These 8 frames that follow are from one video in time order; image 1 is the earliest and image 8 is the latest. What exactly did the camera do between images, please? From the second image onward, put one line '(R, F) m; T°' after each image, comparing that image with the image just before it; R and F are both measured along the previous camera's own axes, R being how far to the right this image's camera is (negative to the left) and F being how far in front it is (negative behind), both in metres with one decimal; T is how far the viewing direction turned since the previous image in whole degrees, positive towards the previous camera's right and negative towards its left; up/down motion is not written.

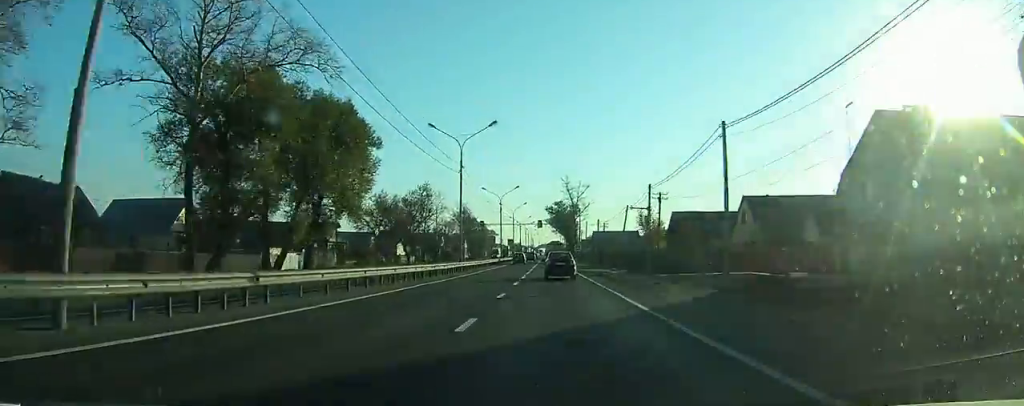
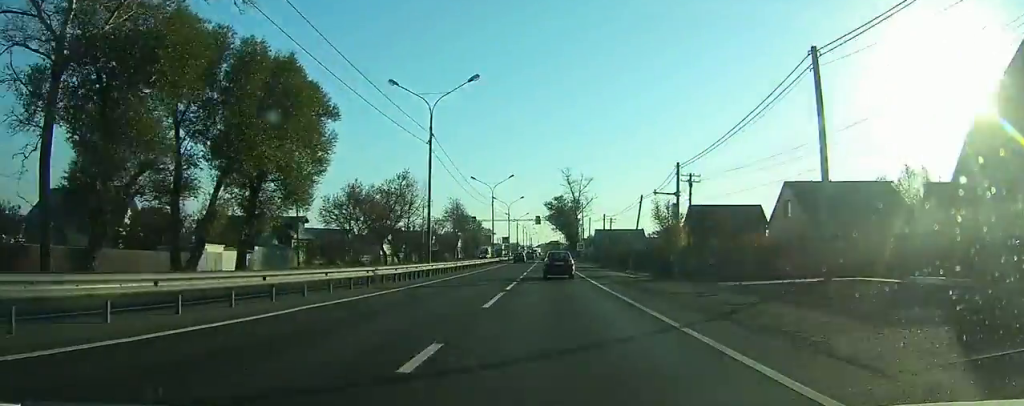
(0.0, +12.4) m; 0°
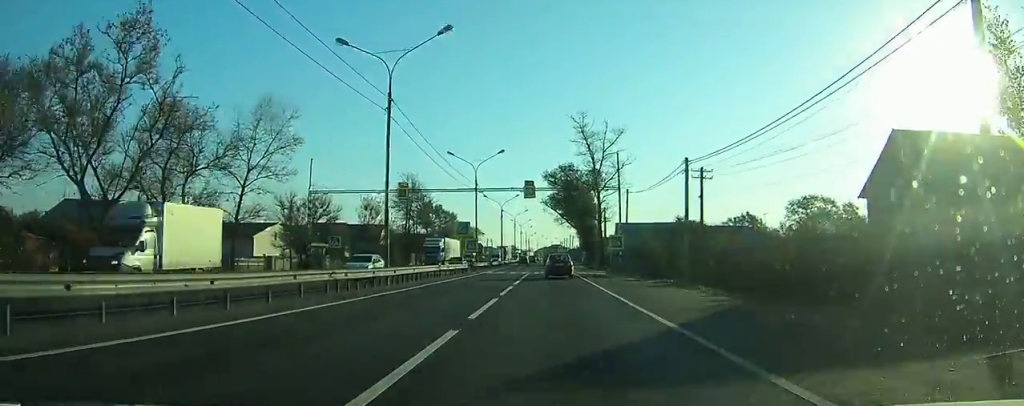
(0.0, +47.9) m; 0°
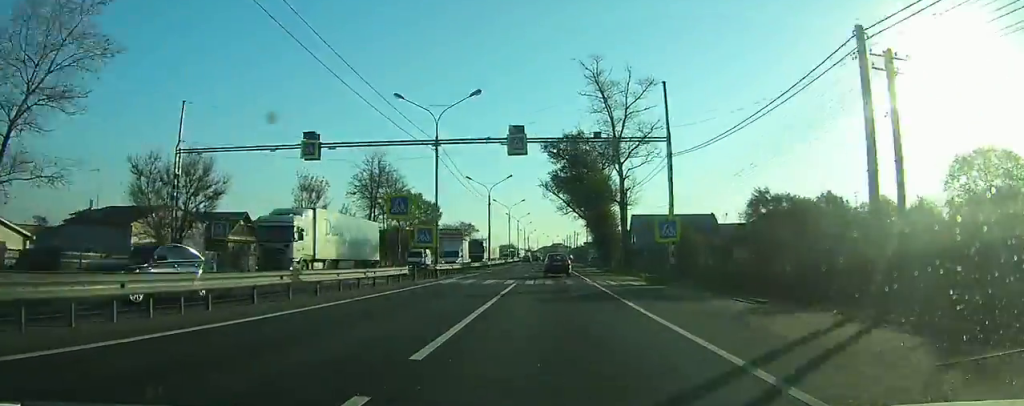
(+0.1, +19.2) m; 0°
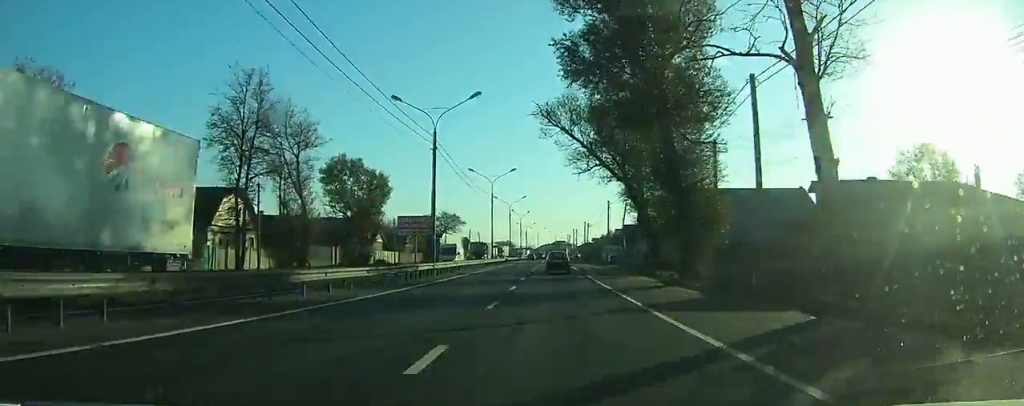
(0.0, +31.6) m; 0°
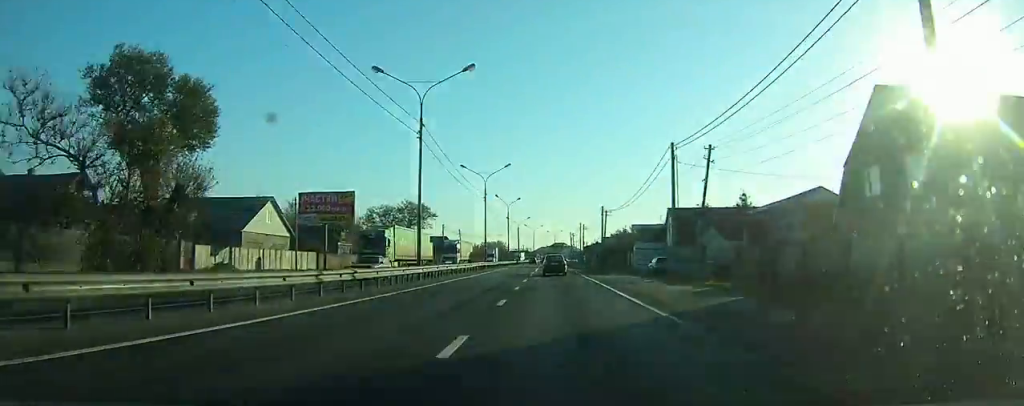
(+0.1, +35.2) m; 0°
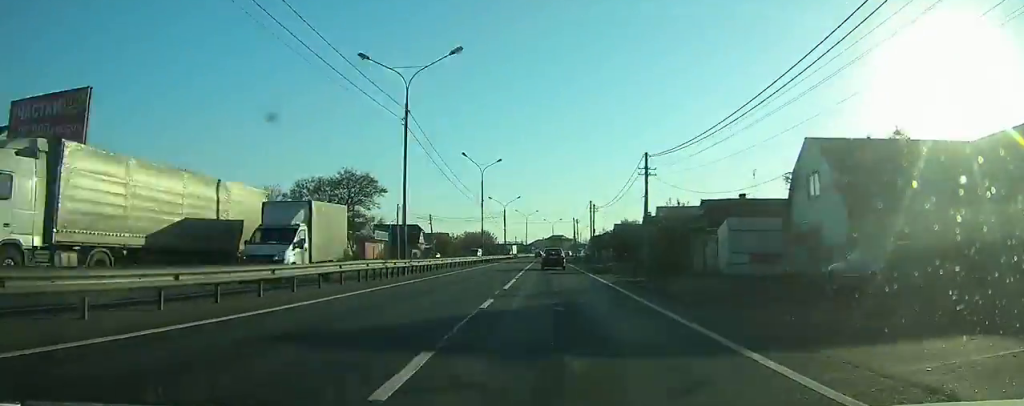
(+0.1, +33.8) m; 0°
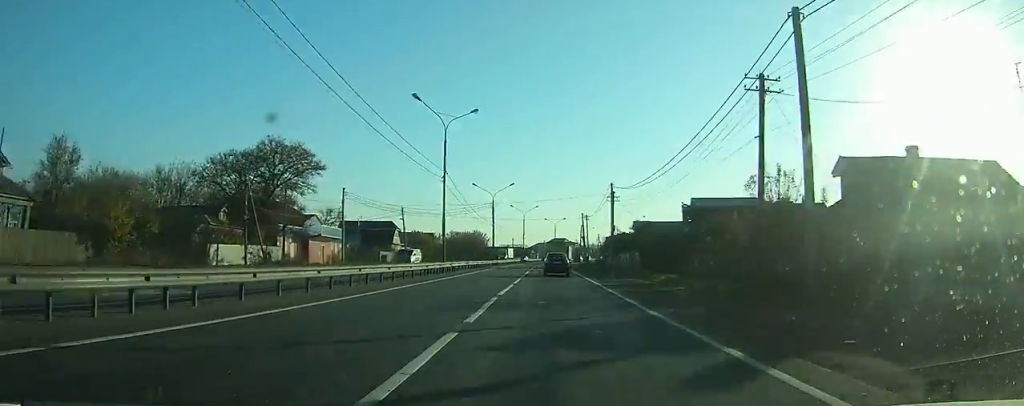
(-0.1, +24.1) m; -1°
